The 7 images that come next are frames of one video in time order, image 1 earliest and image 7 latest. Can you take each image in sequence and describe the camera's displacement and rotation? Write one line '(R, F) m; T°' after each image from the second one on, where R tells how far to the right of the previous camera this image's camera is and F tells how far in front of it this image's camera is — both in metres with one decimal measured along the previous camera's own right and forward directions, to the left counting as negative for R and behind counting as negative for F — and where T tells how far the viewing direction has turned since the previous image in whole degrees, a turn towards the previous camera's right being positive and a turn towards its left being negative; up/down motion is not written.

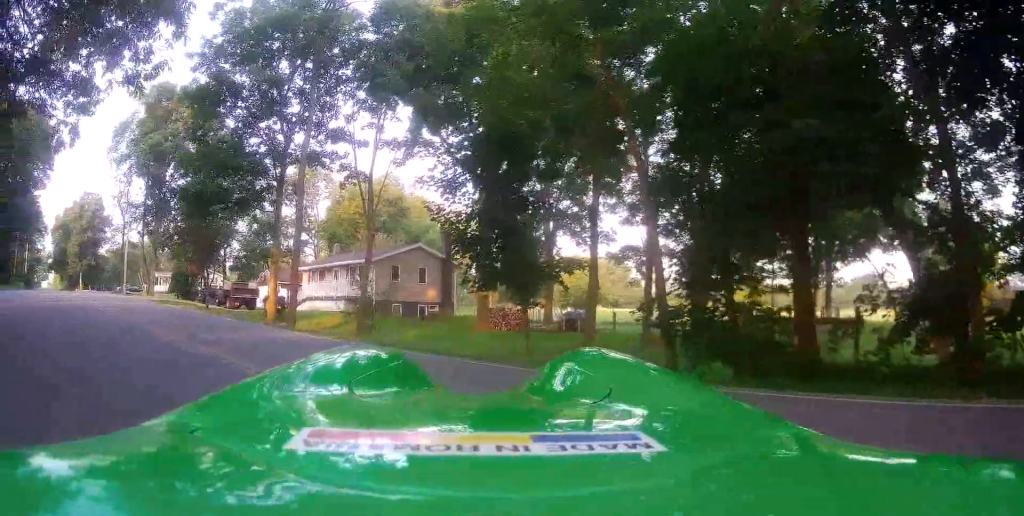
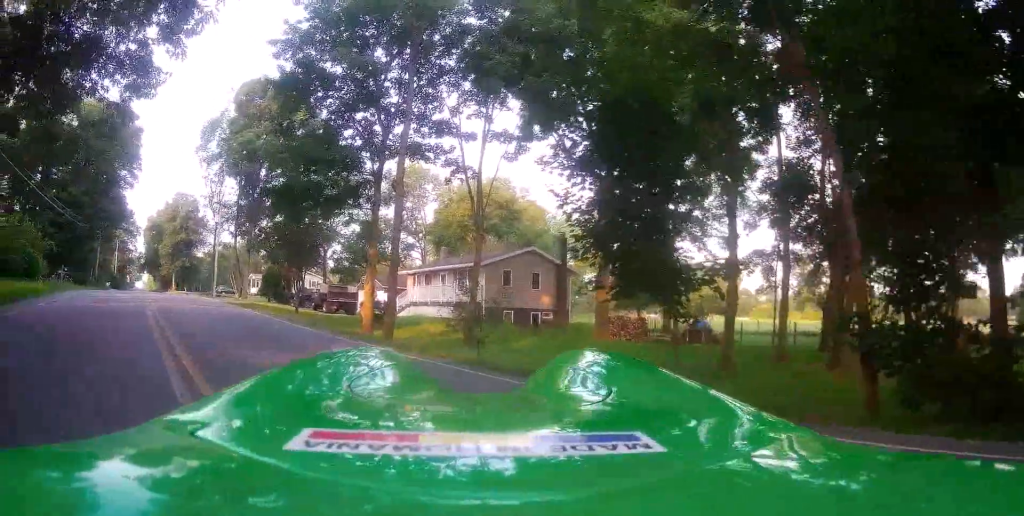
(-0.5, +2.1) m; -16°
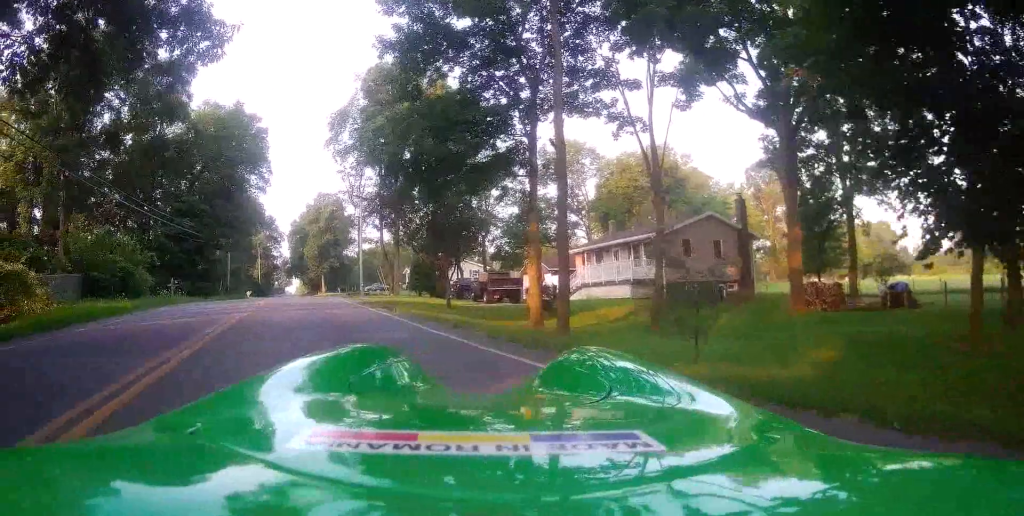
(-0.8, +3.9) m; -17°
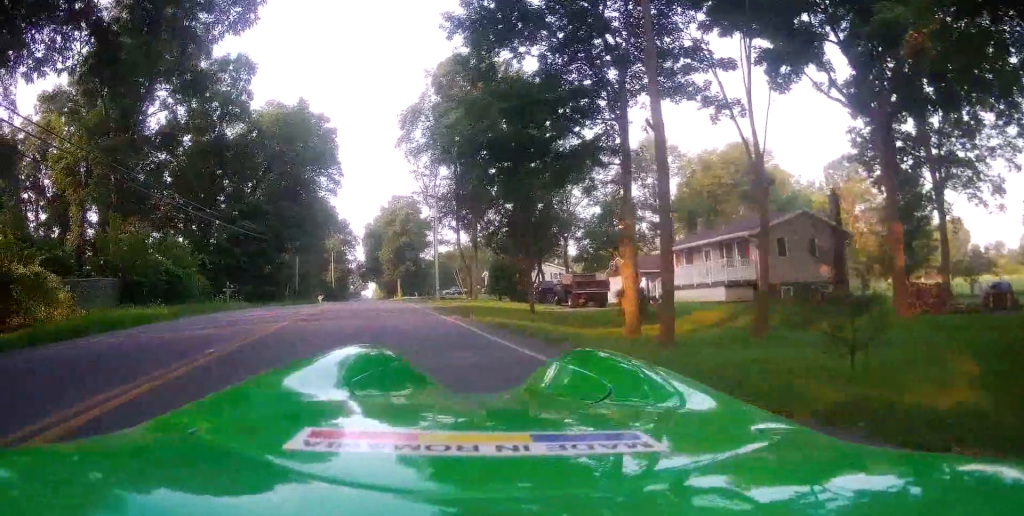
(-0.2, +3.6) m; -3°
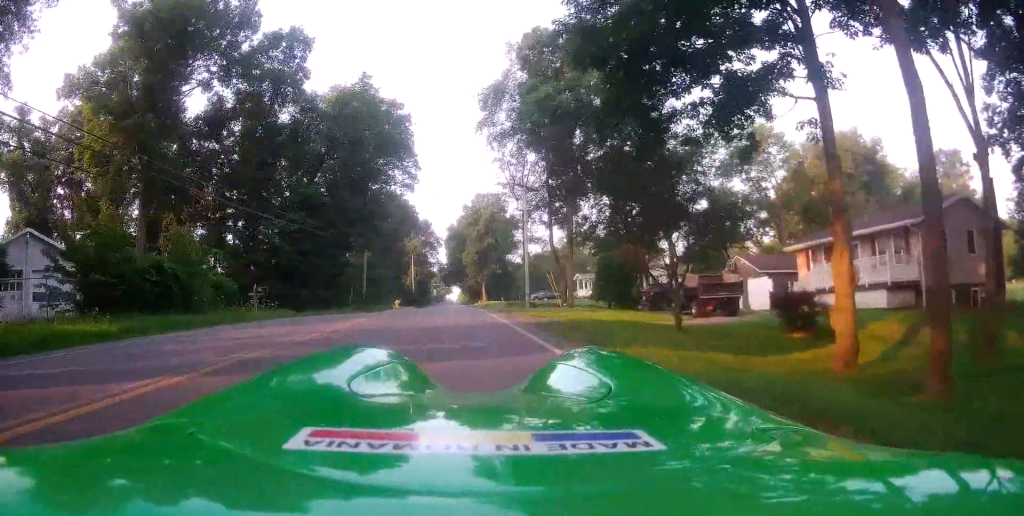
(-0.2, +7.3) m; -2°
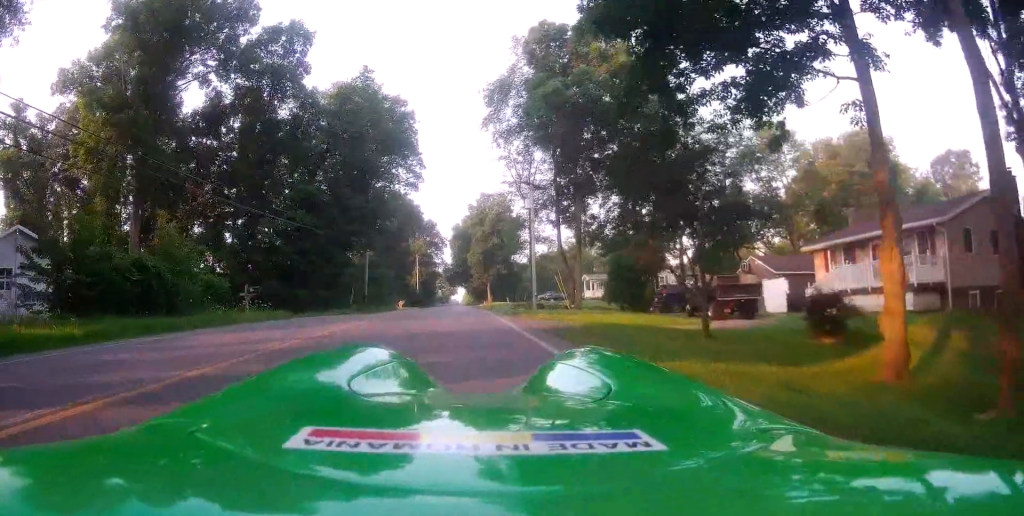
(0.0, +0.9) m; 0°
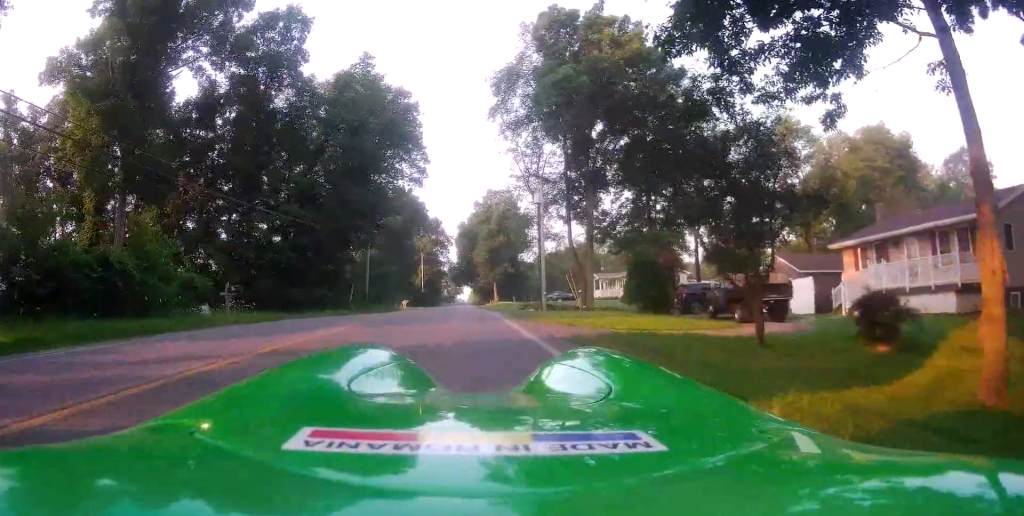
(0.0, +1.6) m; -4°
